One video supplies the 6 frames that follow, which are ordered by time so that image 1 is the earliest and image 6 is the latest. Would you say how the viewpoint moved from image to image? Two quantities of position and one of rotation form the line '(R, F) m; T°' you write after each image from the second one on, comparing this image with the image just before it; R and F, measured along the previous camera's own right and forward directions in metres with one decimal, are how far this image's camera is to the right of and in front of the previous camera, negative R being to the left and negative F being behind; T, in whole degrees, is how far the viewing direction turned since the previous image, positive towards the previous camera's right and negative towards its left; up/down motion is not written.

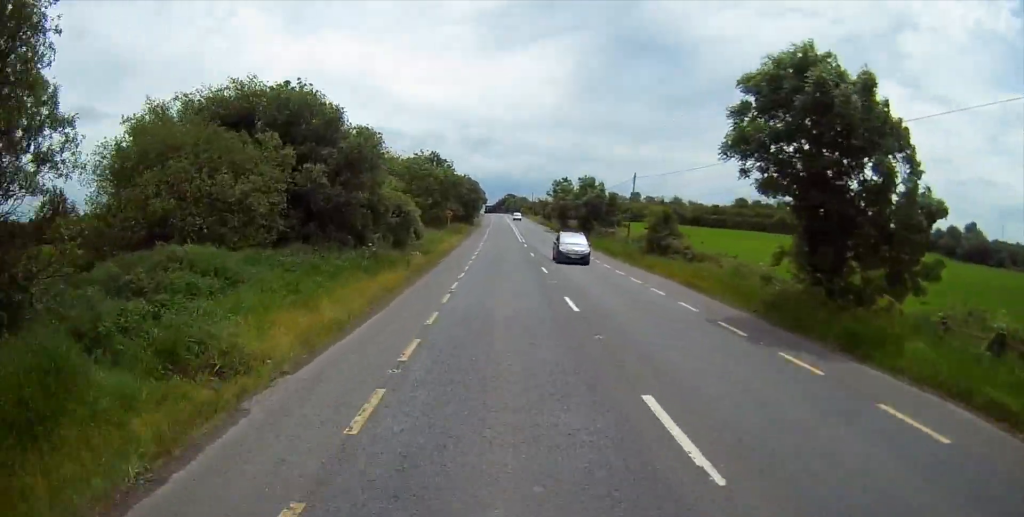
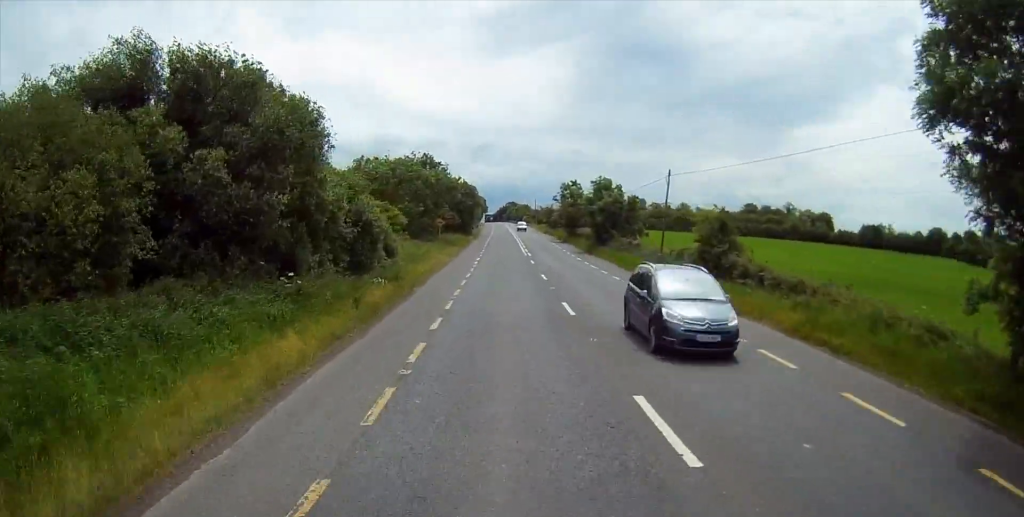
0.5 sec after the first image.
(0.0, +10.7) m; 0°
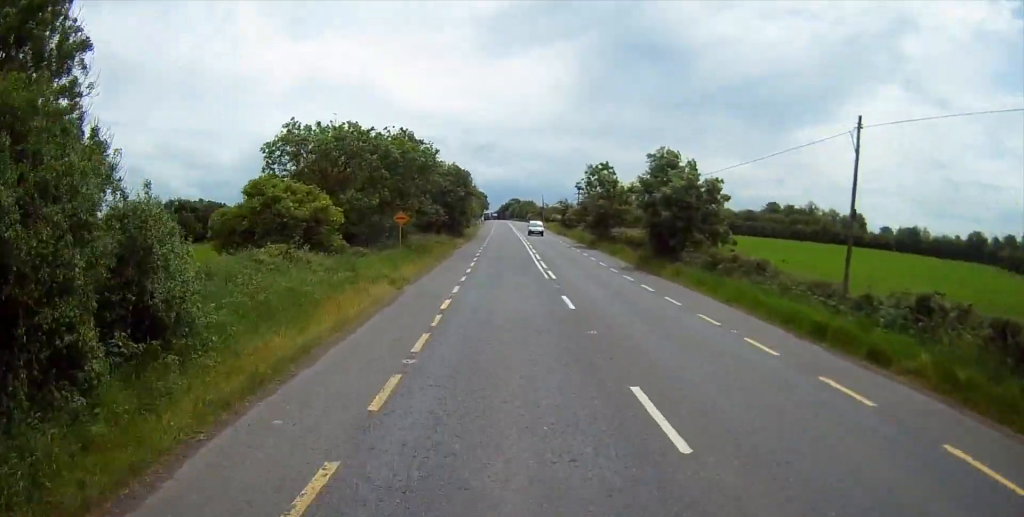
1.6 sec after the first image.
(+0.1, +22.9) m; -1°
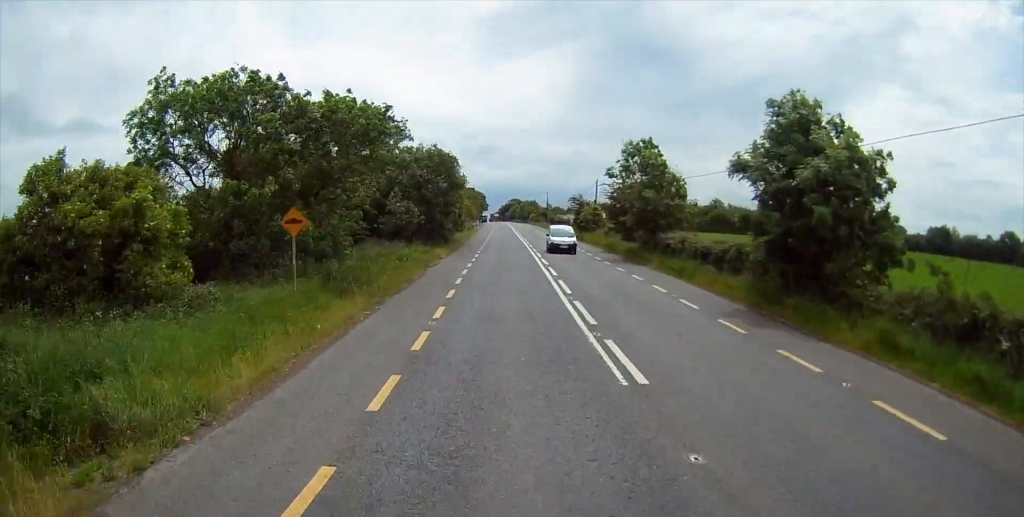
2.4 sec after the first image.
(-0.3, +17.8) m; 0°
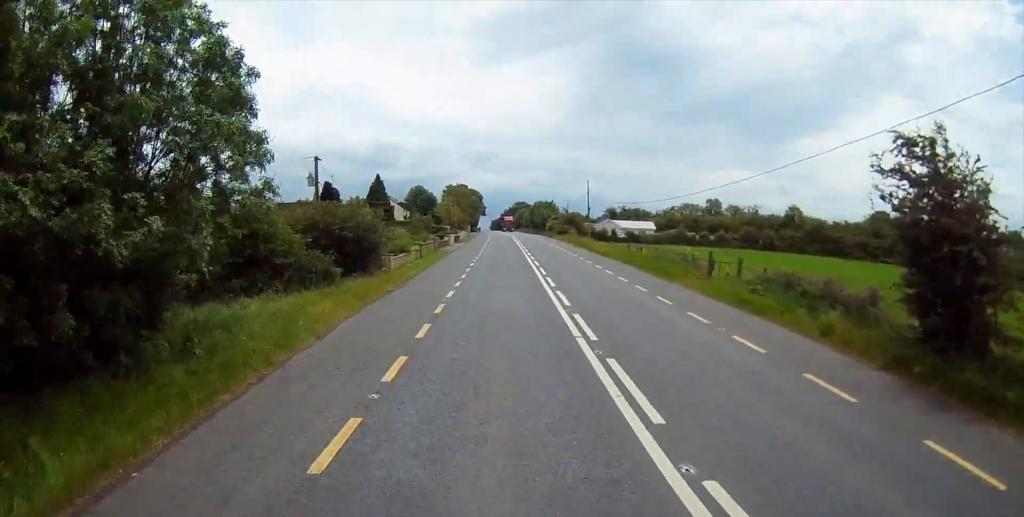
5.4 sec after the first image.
(+0.1, +65.7) m; 0°
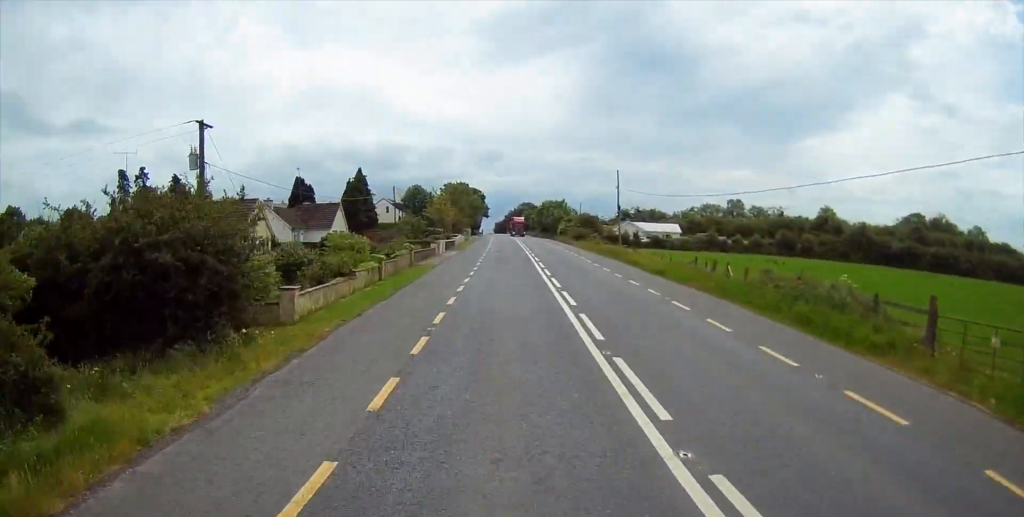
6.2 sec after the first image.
(-0.1, +17.3) m; 0°
